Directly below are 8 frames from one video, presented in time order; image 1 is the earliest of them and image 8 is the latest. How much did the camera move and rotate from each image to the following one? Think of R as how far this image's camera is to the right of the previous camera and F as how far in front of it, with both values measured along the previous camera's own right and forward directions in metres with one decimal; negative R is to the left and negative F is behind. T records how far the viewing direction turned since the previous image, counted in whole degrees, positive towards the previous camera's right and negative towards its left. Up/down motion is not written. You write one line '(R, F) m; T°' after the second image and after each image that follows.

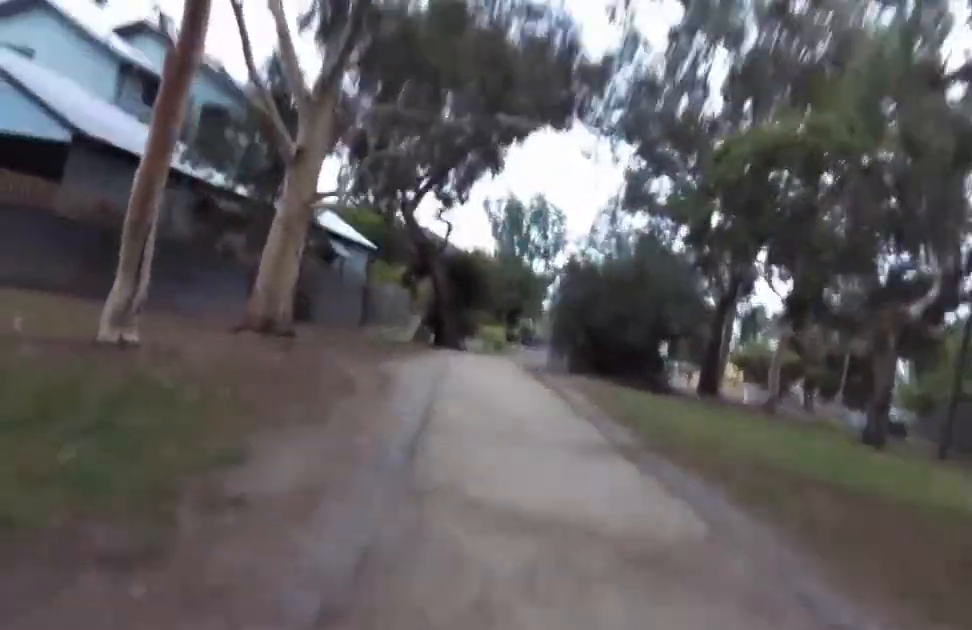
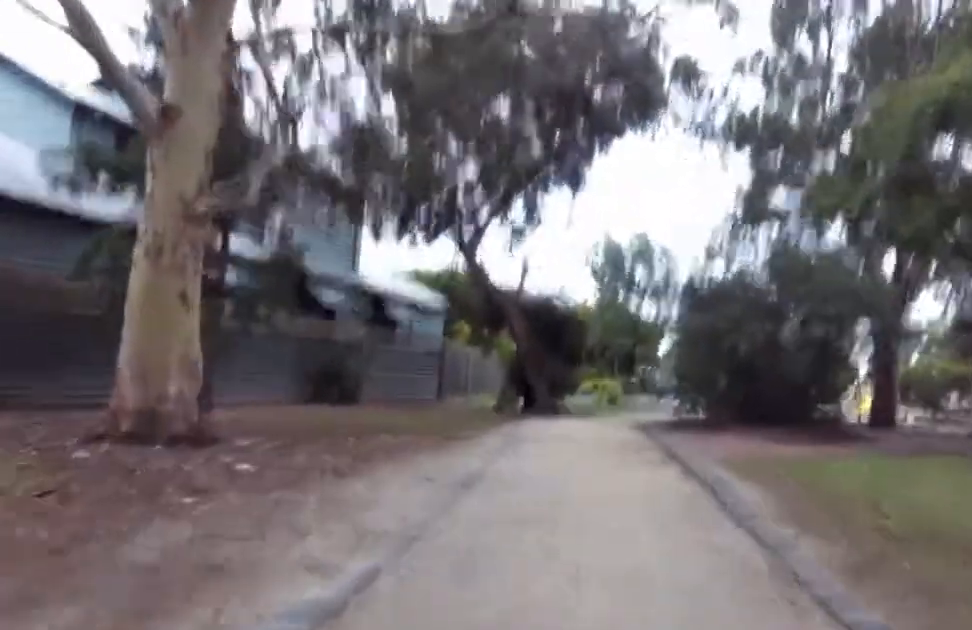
(-0.9, +6.7) m; -8°
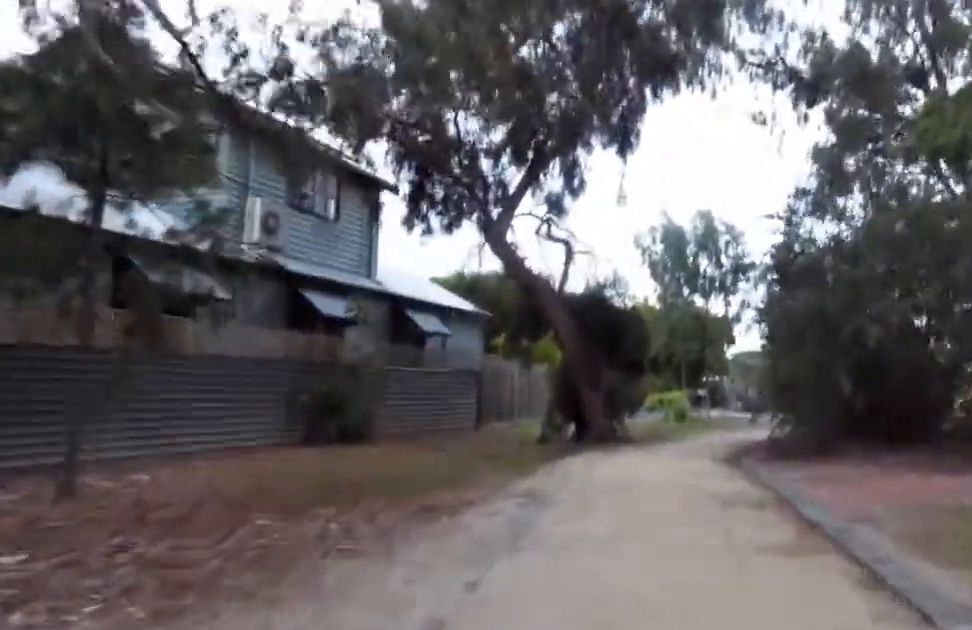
(0.0, +4.1) m; 0°
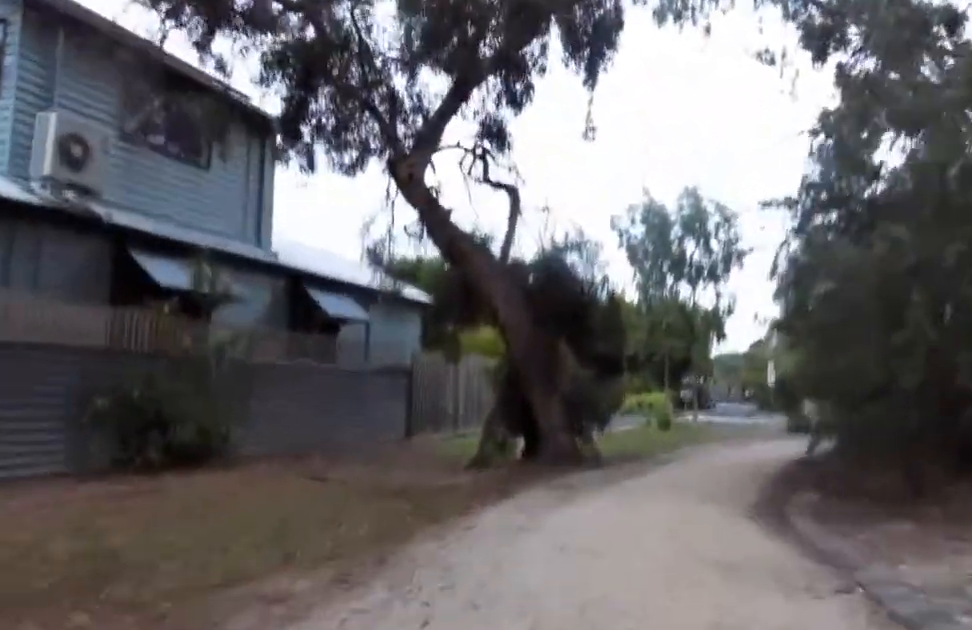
(0.0, +4.6) m; +1°
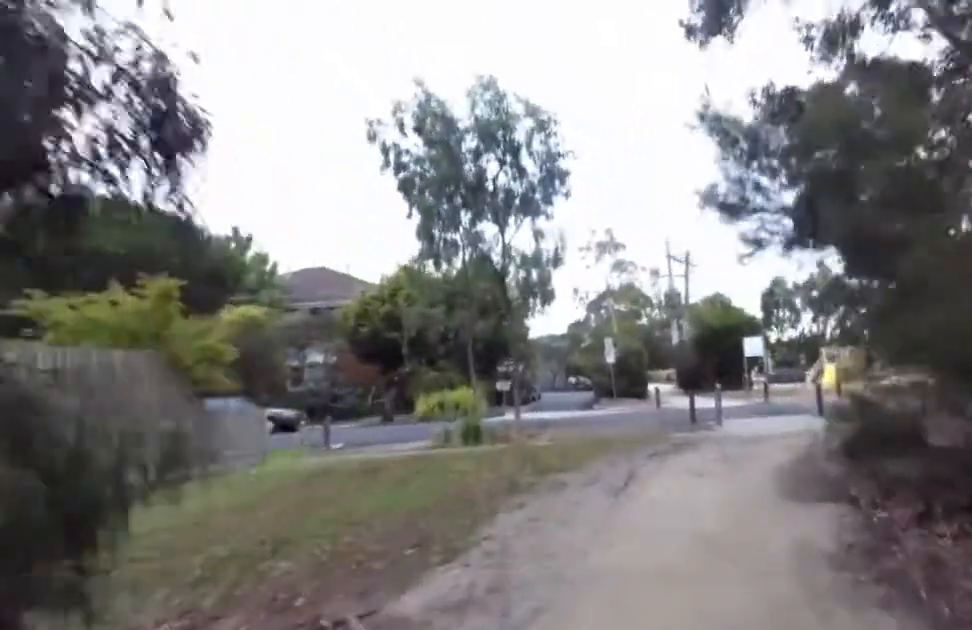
(+1.3, +8.5) m; +11°
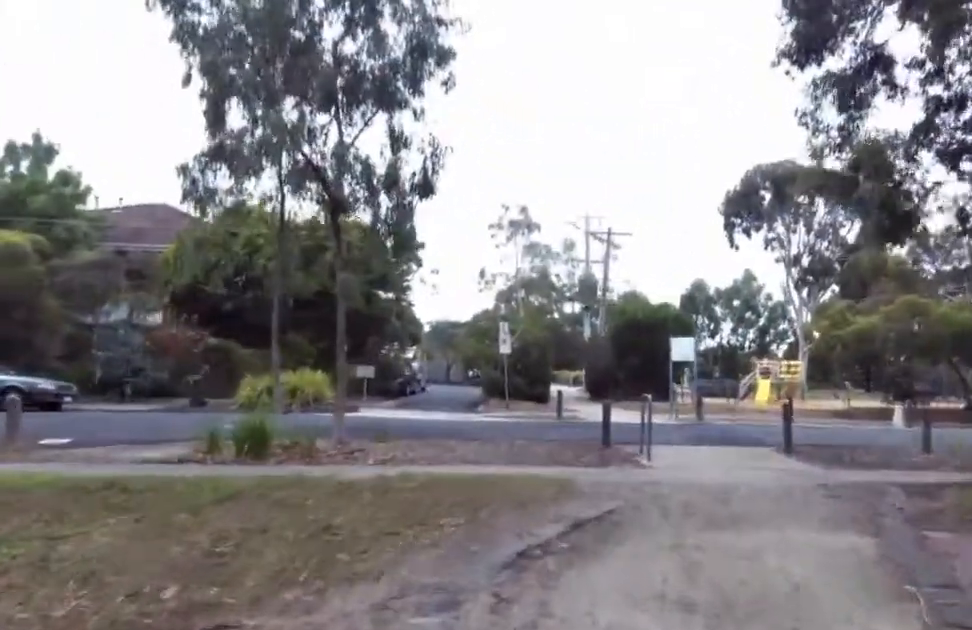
(-0.5, +6.3) m; -9°
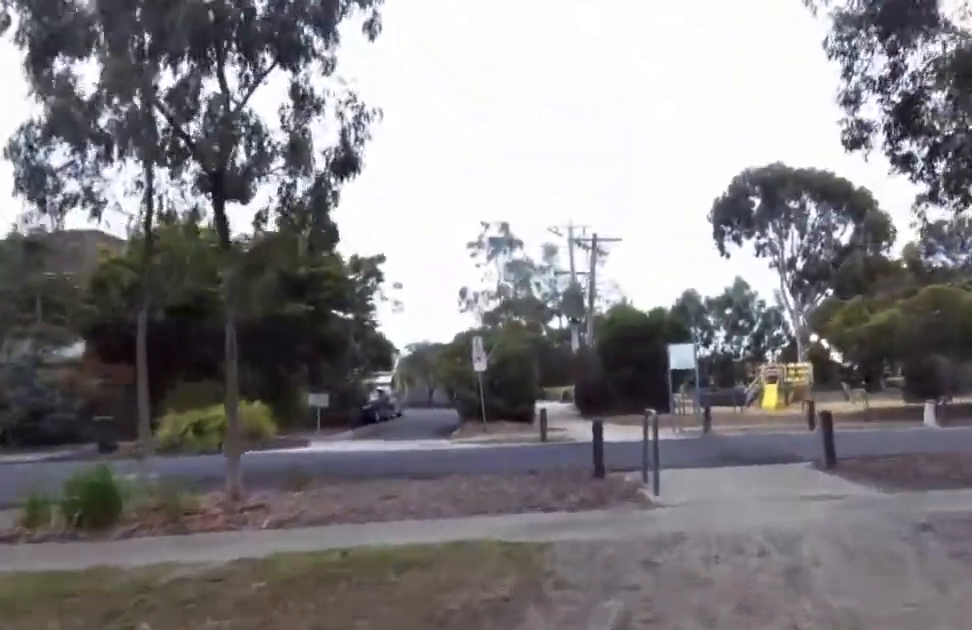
(-0.1, +3.2) m; +3°
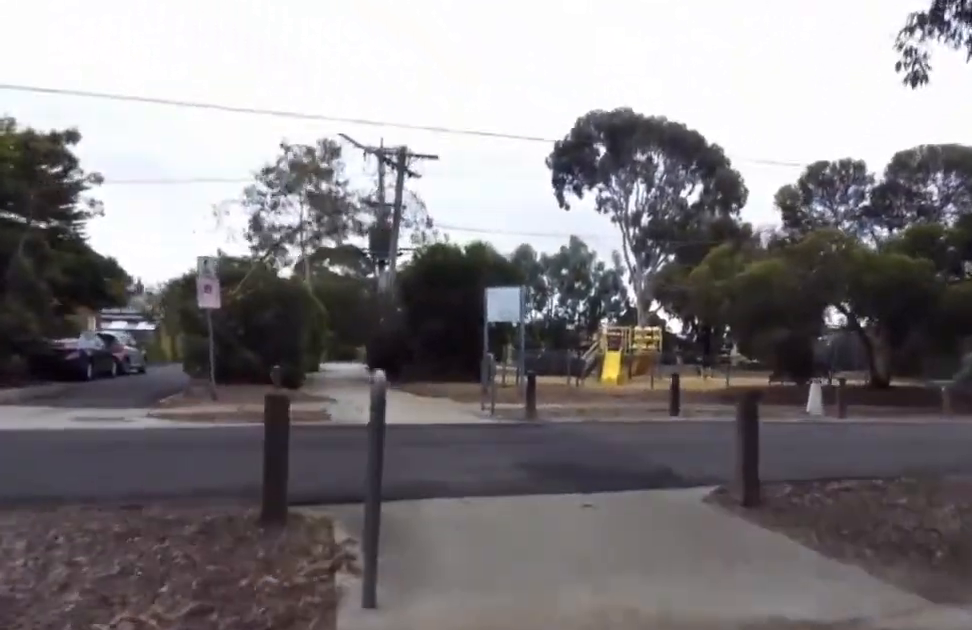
(+0.7, +5.9) m; +8°
